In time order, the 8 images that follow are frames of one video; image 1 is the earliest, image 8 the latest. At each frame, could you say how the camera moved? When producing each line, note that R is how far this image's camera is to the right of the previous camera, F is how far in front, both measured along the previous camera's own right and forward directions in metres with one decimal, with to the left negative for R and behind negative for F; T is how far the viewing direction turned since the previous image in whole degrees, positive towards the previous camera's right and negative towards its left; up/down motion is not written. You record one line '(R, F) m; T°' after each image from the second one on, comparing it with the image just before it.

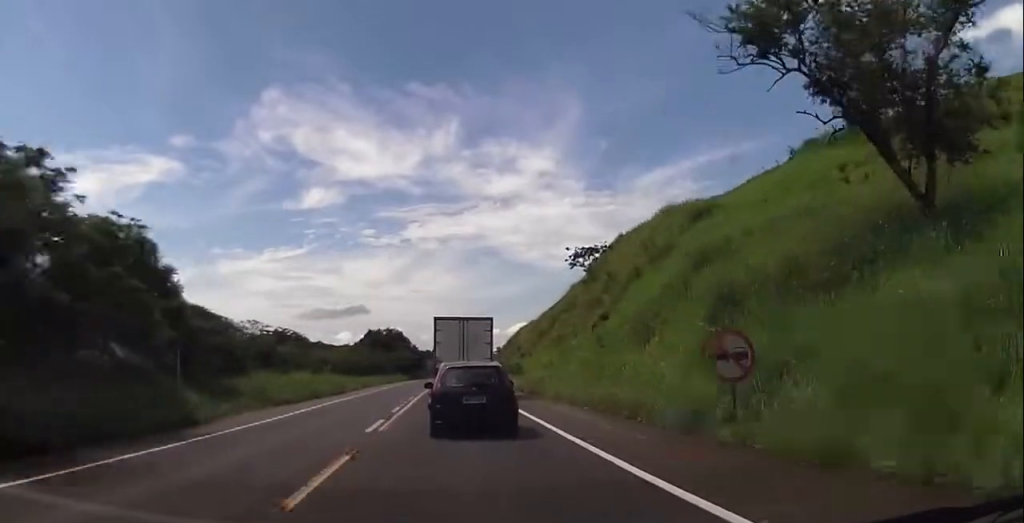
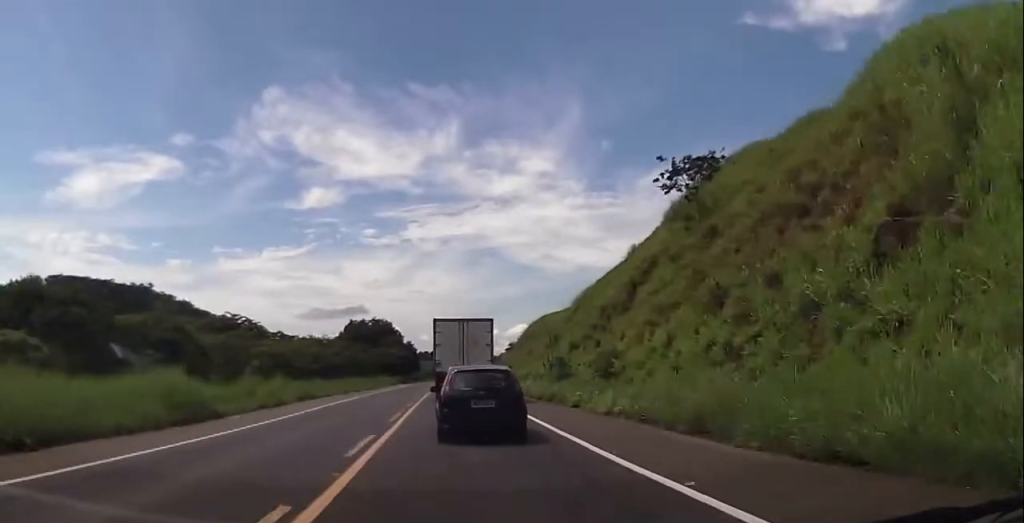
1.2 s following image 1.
(+0.1, +27.7) m; 0°
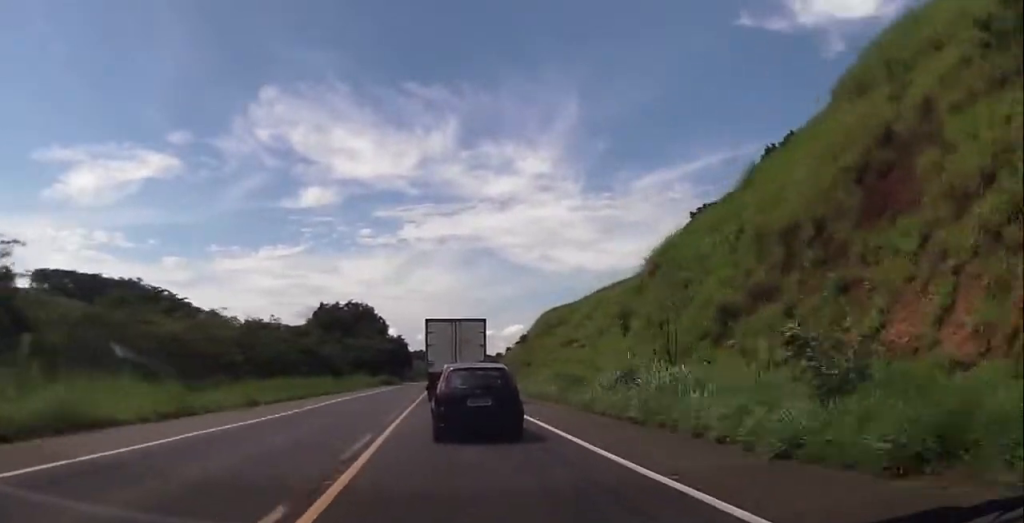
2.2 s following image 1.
(-0.1, +24.3) m; 0°
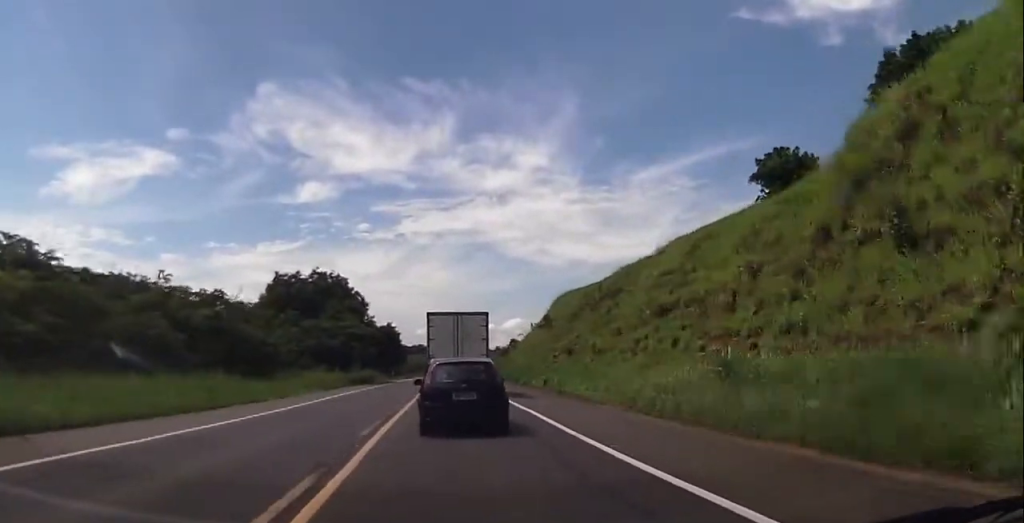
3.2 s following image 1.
(0.0, +23.4) m; 0°
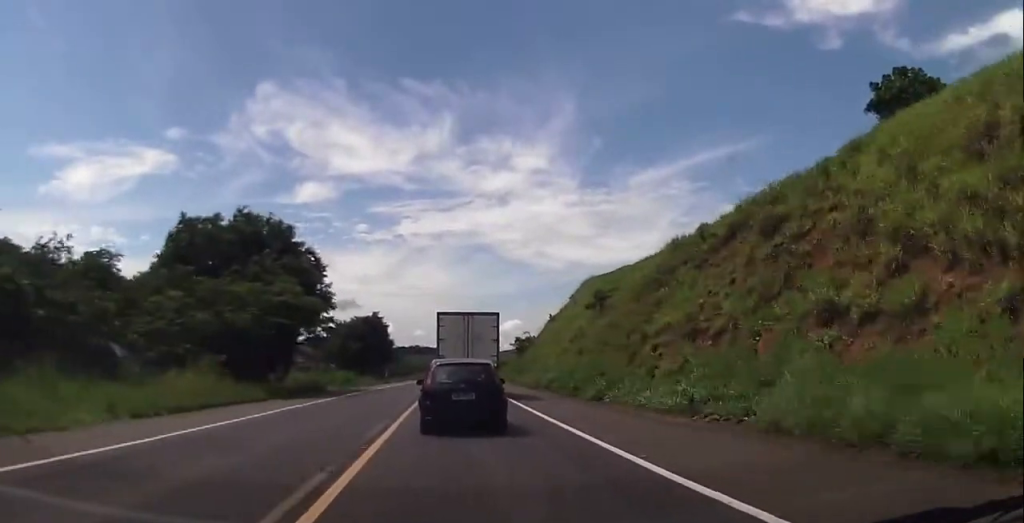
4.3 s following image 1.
(0.0, +24.7) m; 0°
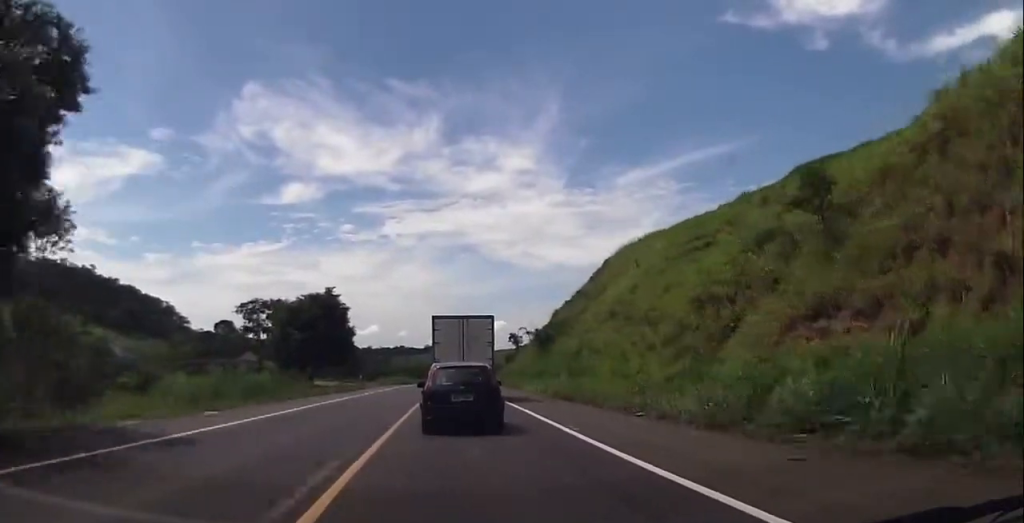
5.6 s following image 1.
(+0.3, +31.0) m; +1°
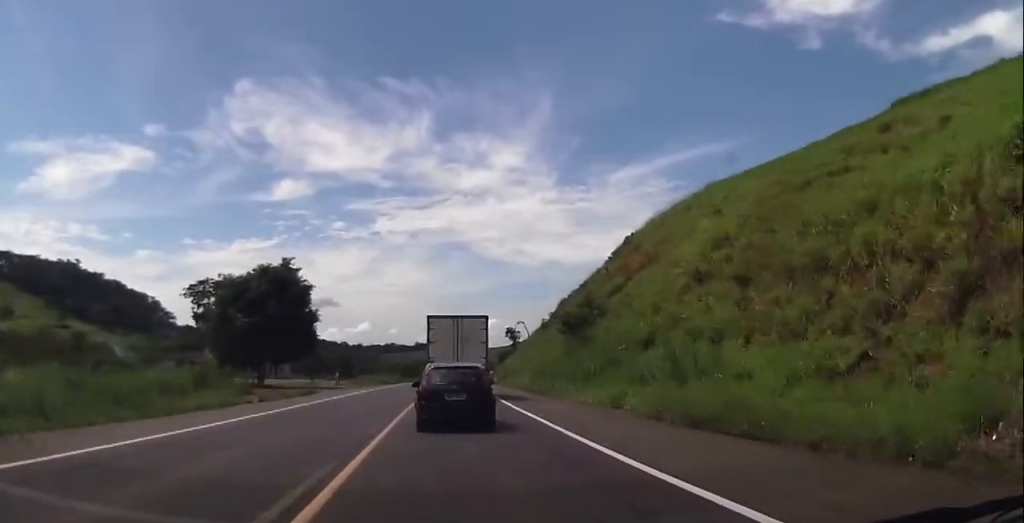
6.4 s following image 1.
(0.0, +17.0) m; +1°
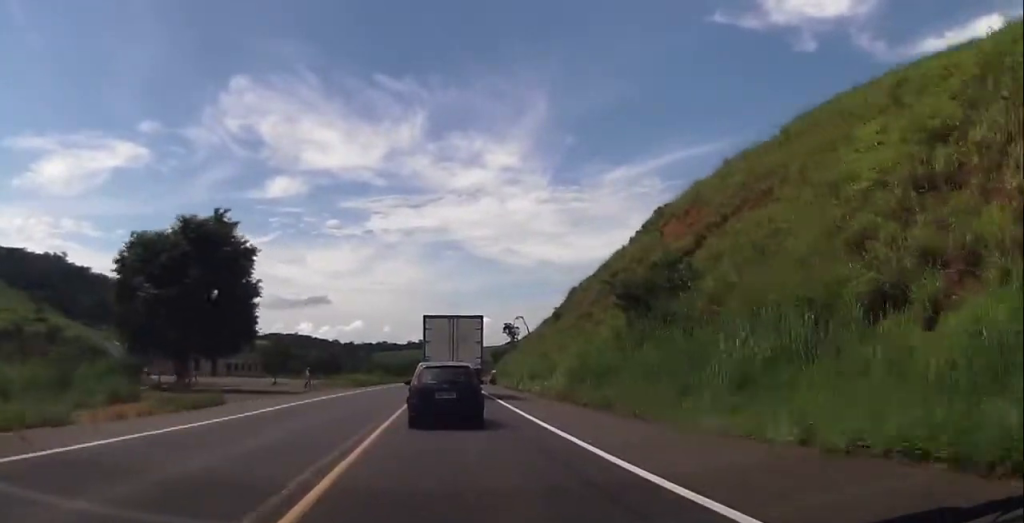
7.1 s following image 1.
(+0.1, +16.1) m; +1°
